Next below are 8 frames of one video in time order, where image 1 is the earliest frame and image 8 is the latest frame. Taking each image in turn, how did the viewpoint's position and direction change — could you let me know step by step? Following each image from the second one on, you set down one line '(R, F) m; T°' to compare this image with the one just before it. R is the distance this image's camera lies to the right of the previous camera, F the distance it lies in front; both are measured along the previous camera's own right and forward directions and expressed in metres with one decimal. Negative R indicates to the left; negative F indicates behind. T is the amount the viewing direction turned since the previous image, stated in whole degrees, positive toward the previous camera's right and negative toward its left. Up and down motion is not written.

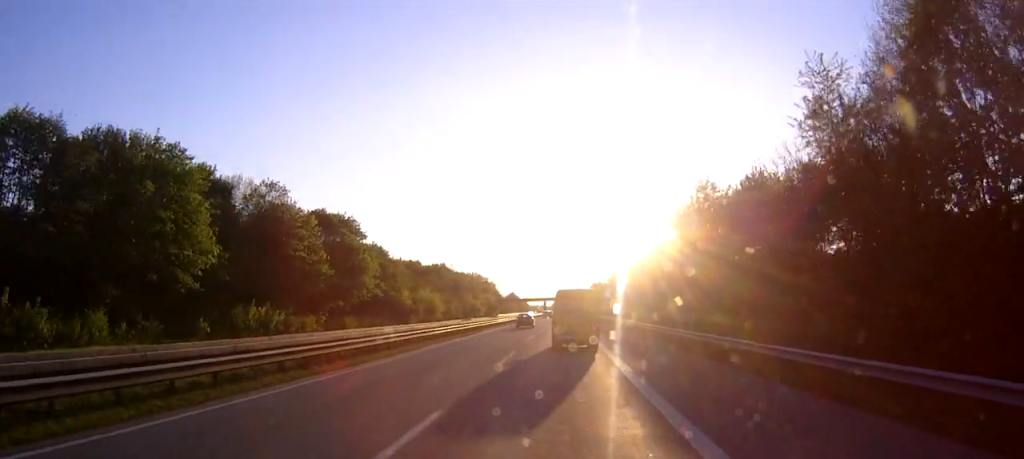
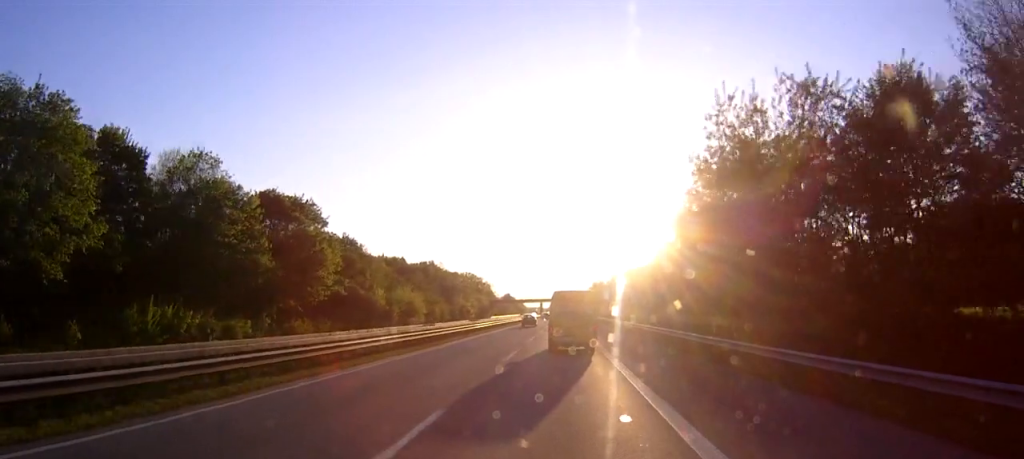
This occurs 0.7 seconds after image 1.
(0.0, +20.4) m; 0°
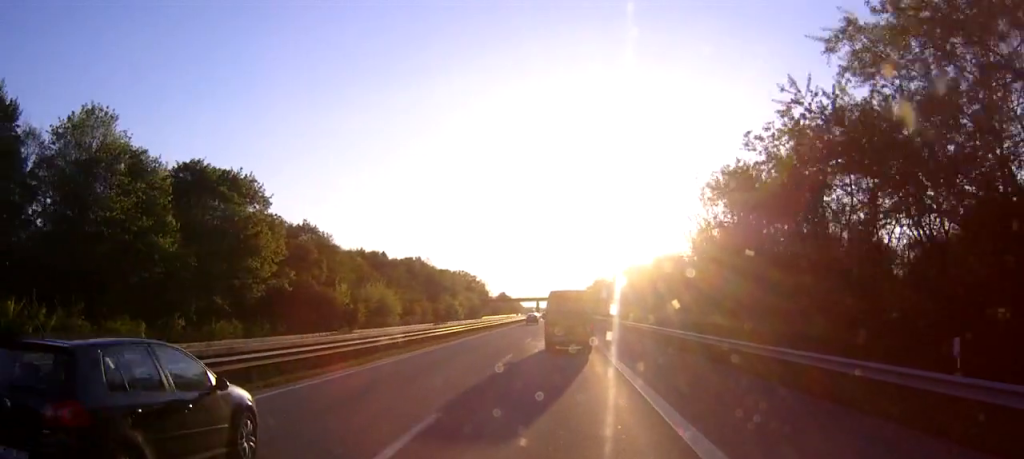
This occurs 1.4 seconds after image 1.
(0.0, +22.4) m; 0°
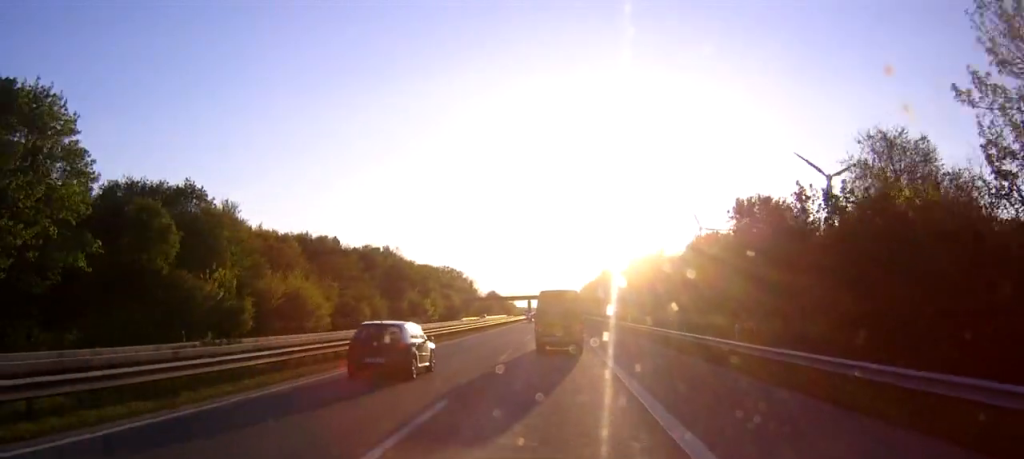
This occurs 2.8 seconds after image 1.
(0.0, +38.1) m; 0°
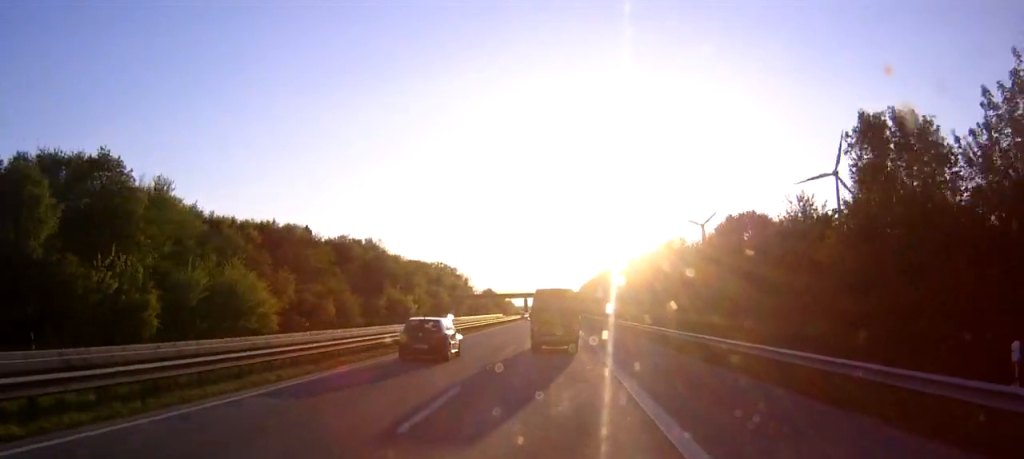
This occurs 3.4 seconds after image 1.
(0.0, +17.6) m; 0°
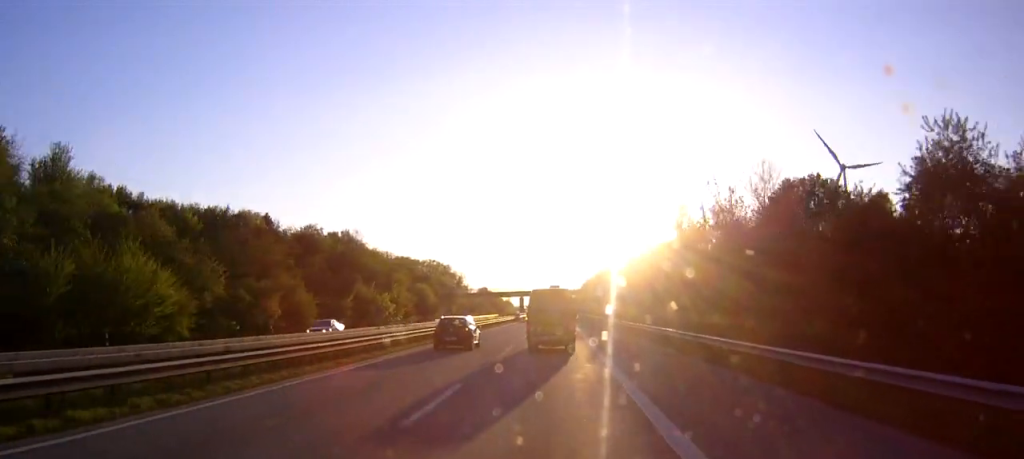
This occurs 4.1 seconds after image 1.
(0.0, +18.7) m; 0°
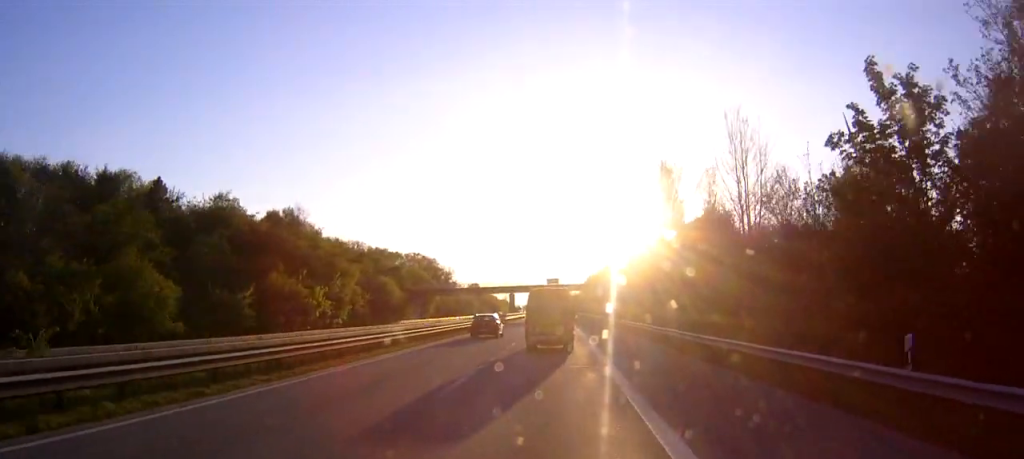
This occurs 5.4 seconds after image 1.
(0.0, +33.5) m; 0°
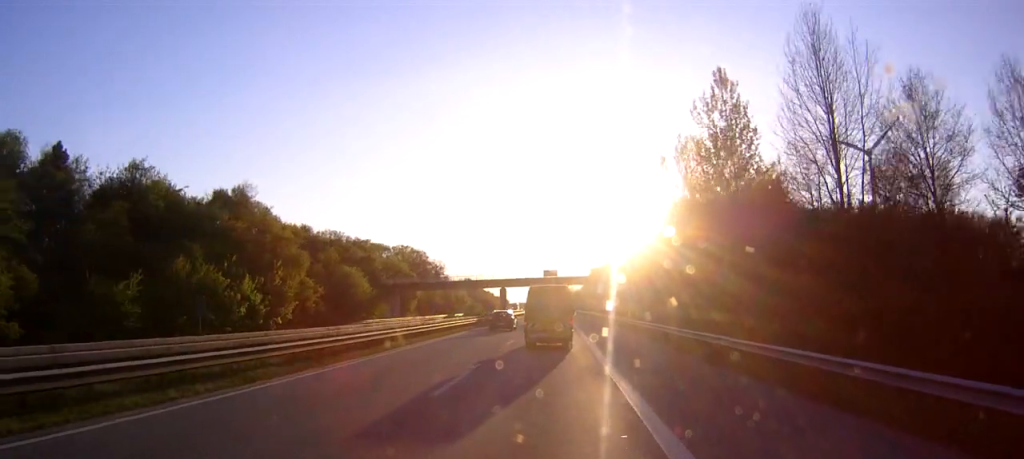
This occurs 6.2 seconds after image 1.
(0.0, +19.7) m; 0°
